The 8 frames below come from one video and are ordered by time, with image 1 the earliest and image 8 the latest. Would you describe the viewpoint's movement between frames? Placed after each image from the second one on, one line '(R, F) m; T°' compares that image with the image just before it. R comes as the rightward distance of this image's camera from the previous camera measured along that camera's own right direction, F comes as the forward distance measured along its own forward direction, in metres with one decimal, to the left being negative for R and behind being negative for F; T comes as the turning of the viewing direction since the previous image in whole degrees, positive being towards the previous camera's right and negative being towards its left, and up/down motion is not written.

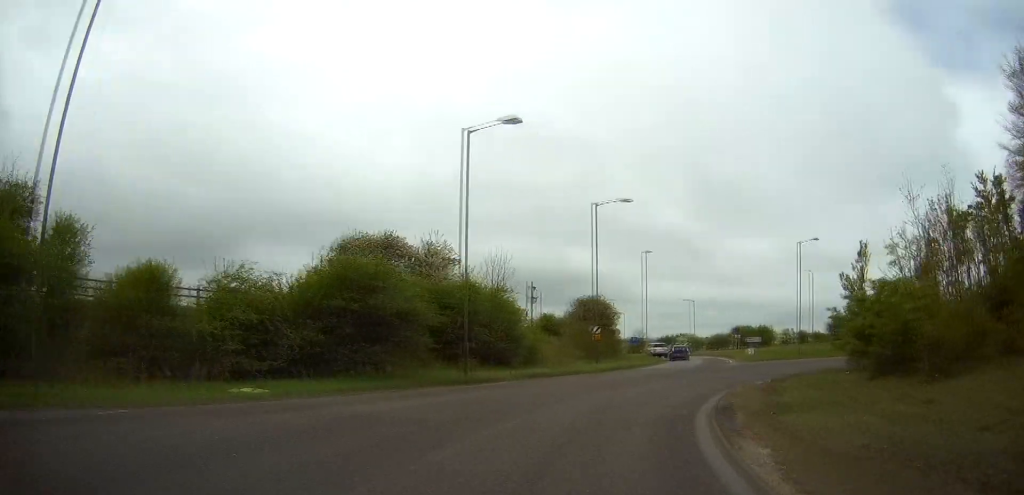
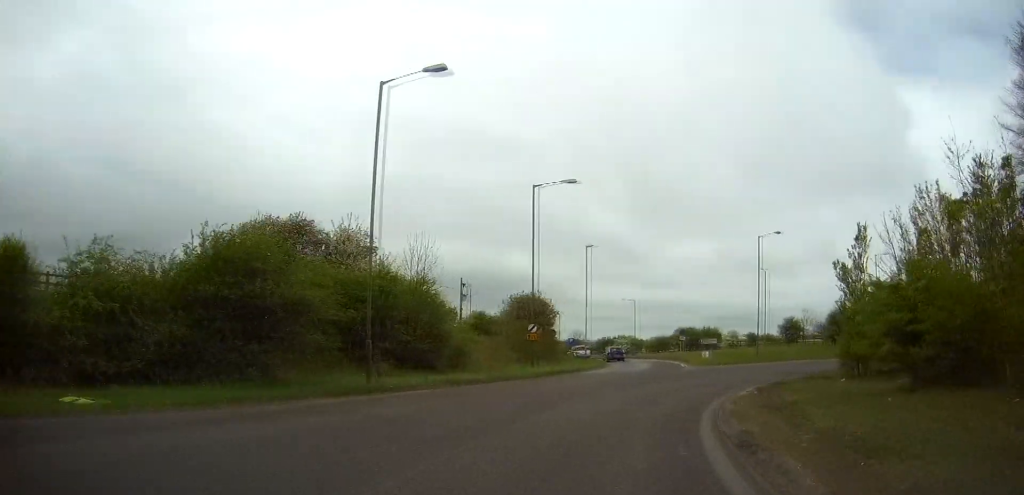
(-0.3, +5.3) m; +3°
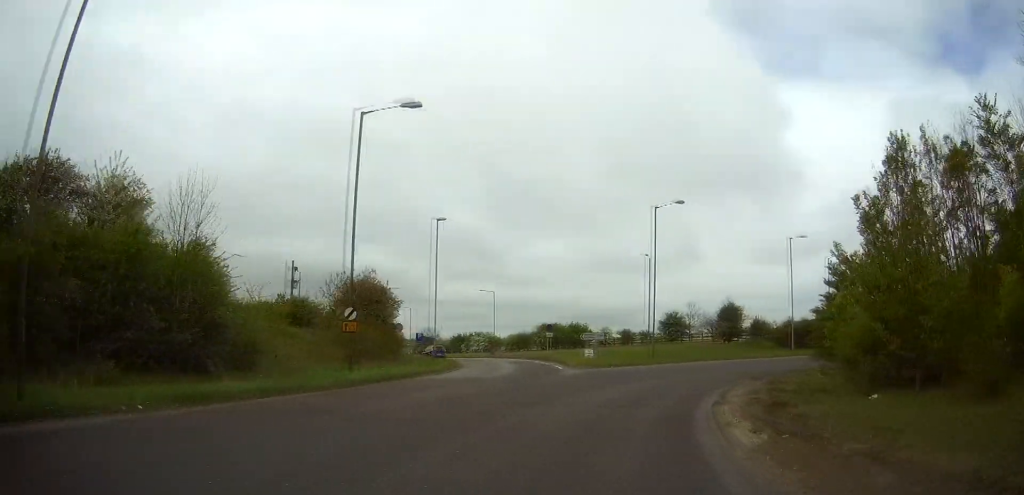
(+1.3, +11.1) m; +12°
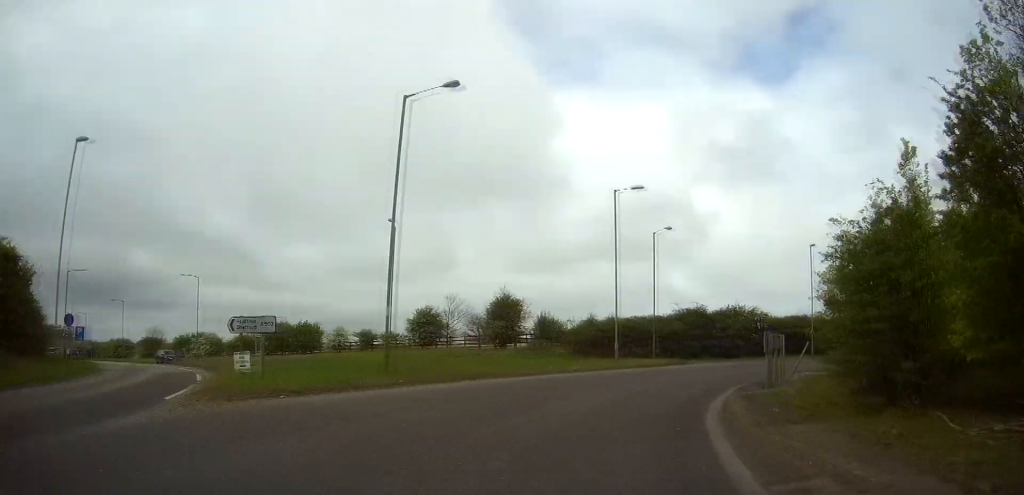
(+4.2, +20.5) m; +22°
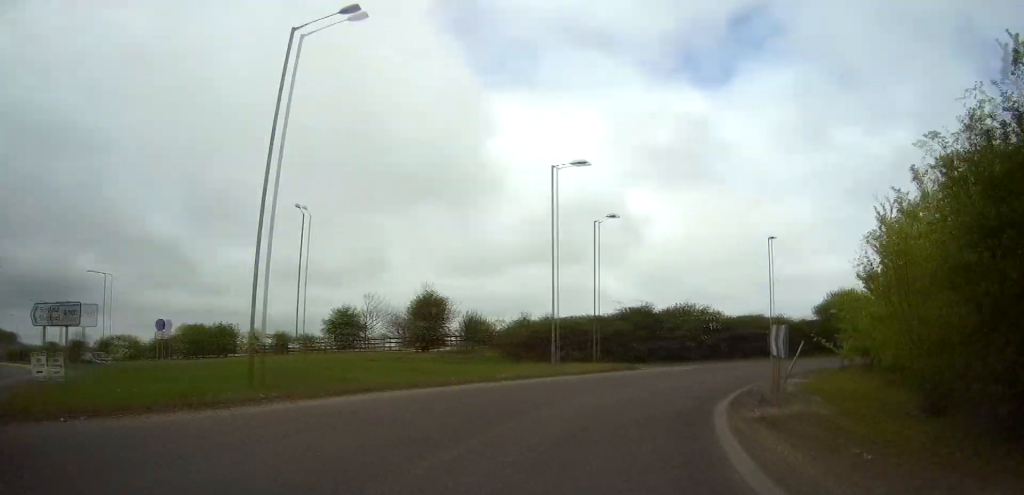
(+0.2, +6.0) m; +6°
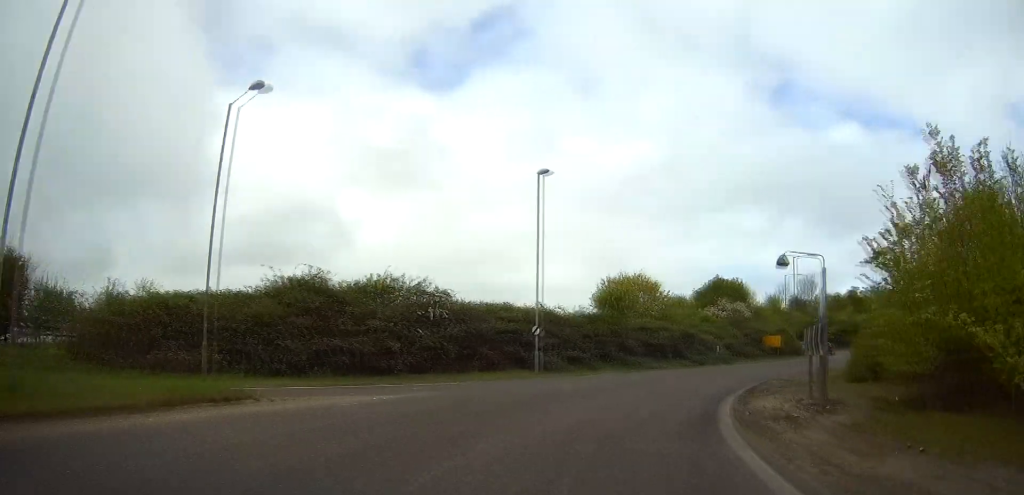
(+5.0, +23.1) m; +24°
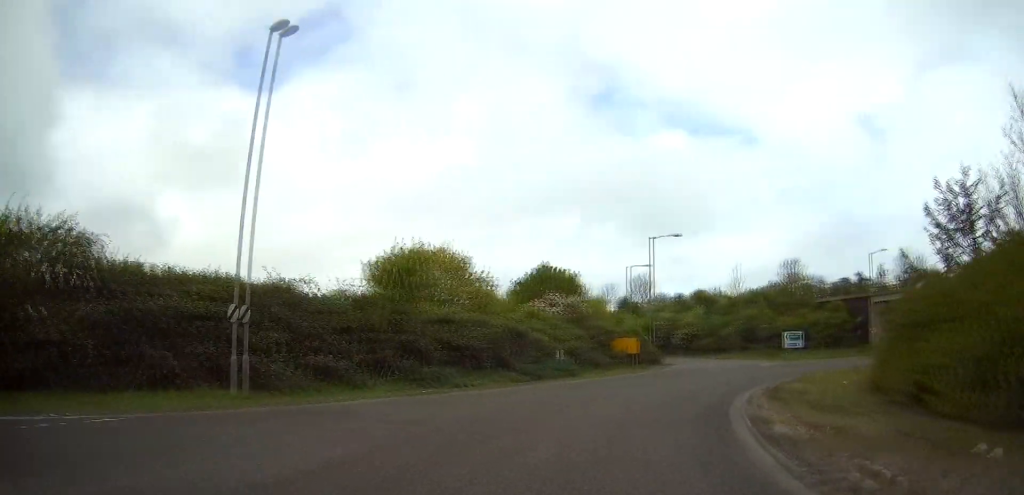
(+2.1, +16.6) m; +16°
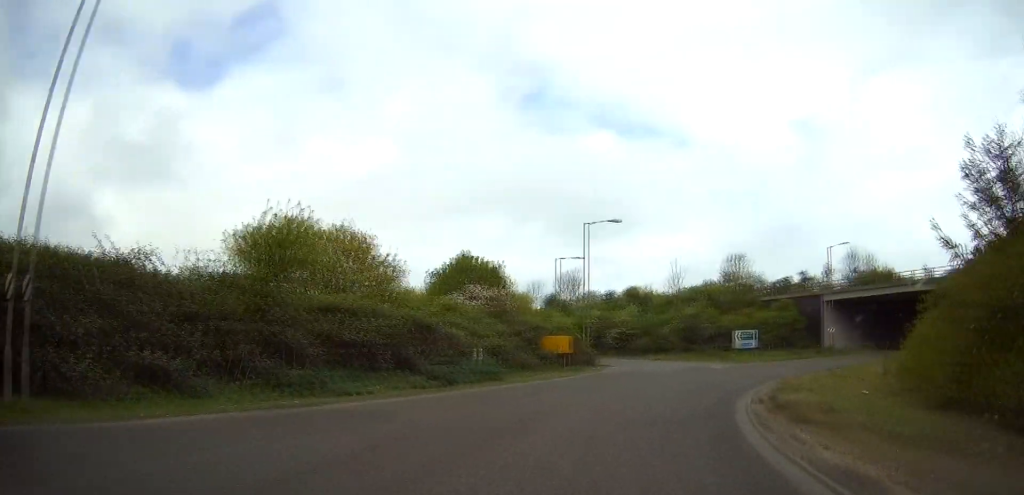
(+0.6, +6.4) m; +6°
